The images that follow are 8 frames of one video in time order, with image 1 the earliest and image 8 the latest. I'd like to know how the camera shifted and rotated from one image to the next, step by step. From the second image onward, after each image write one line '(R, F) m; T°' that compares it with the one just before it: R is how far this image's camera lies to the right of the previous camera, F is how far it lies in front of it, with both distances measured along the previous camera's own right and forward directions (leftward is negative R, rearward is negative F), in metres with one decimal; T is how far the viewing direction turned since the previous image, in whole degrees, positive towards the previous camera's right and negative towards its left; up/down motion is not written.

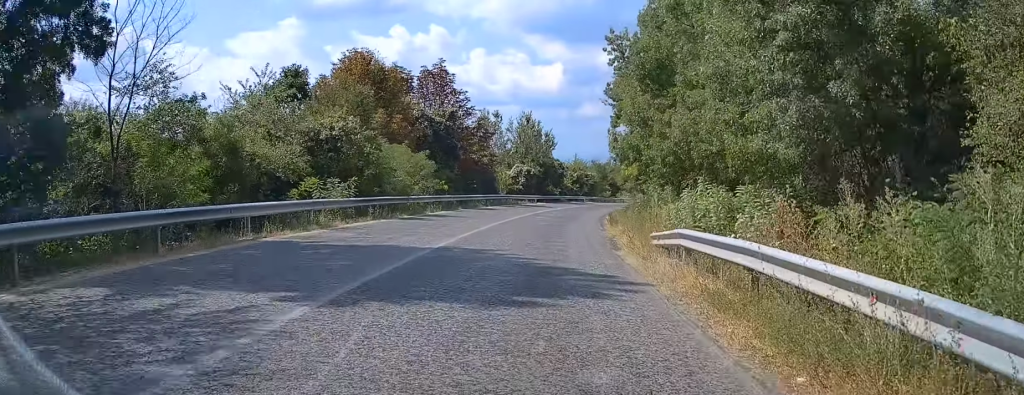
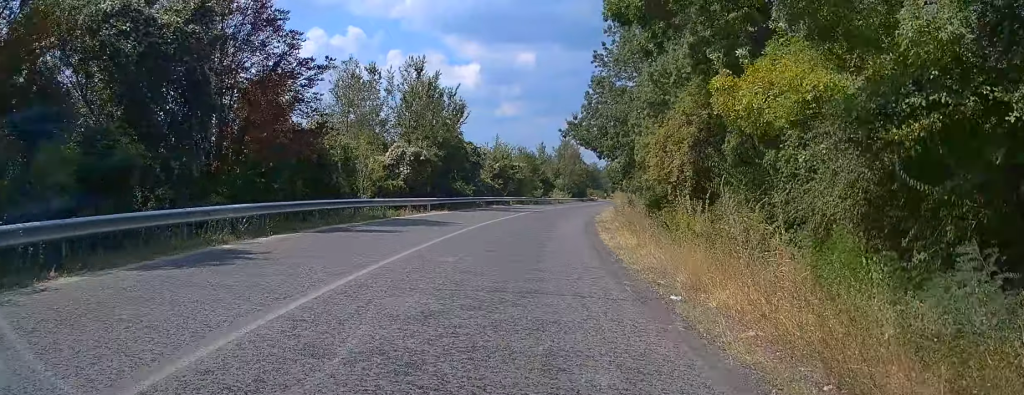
(+0.9, +29.6) m; +4°
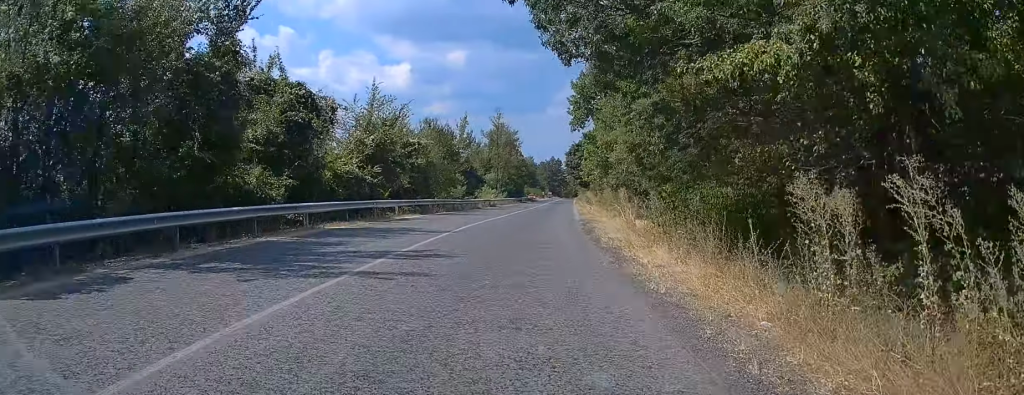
(+1.3, +31.1) m; +6°
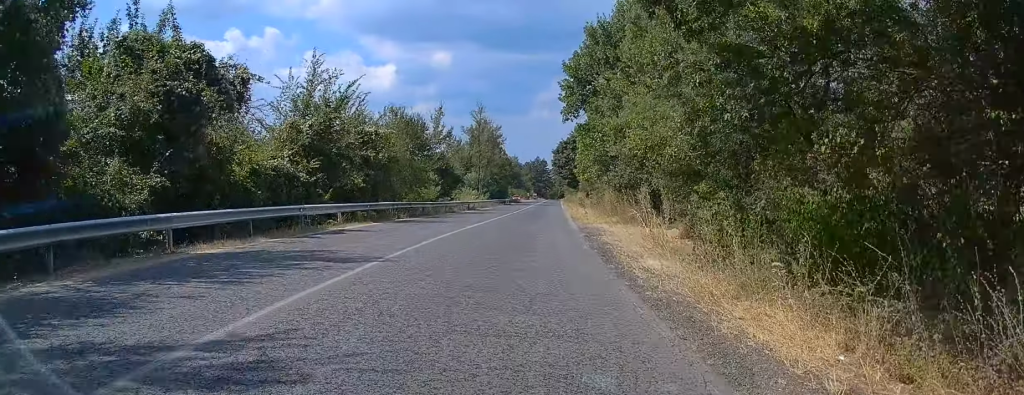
(+0.3, +7.9) m; +2°
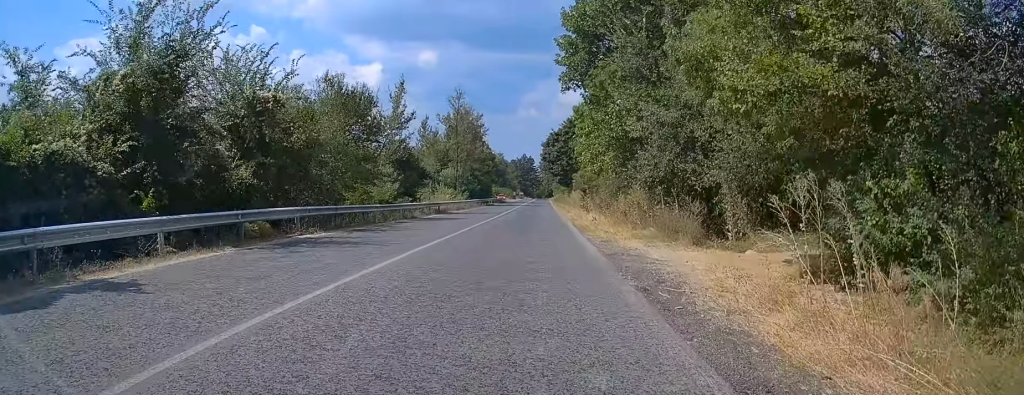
(+0.2, +12.3) m; +2°
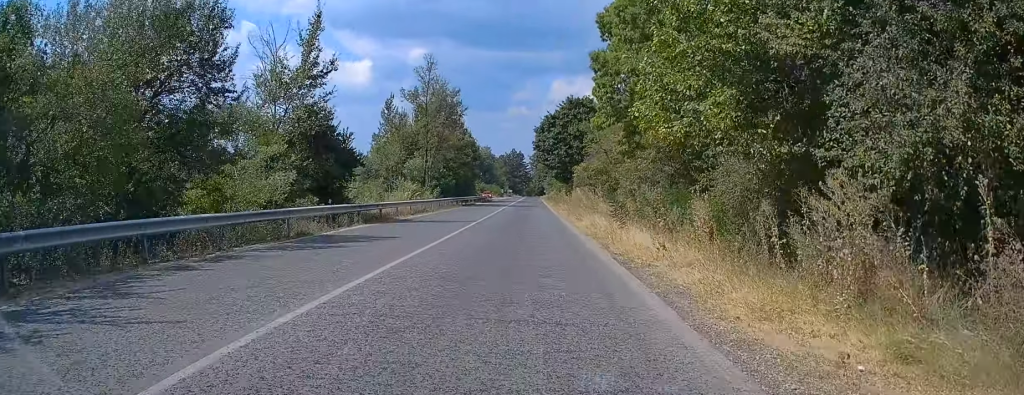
(+0.2, +16.7) m; +2°
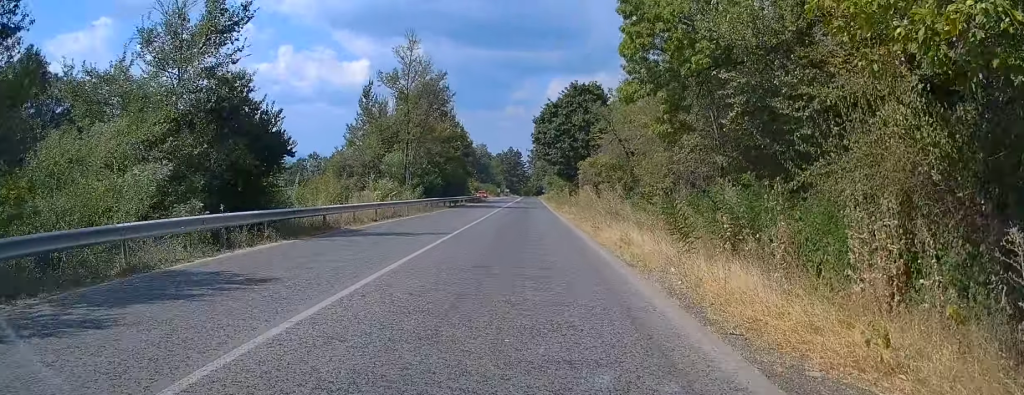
(+0.2, +8.7) m; +1°
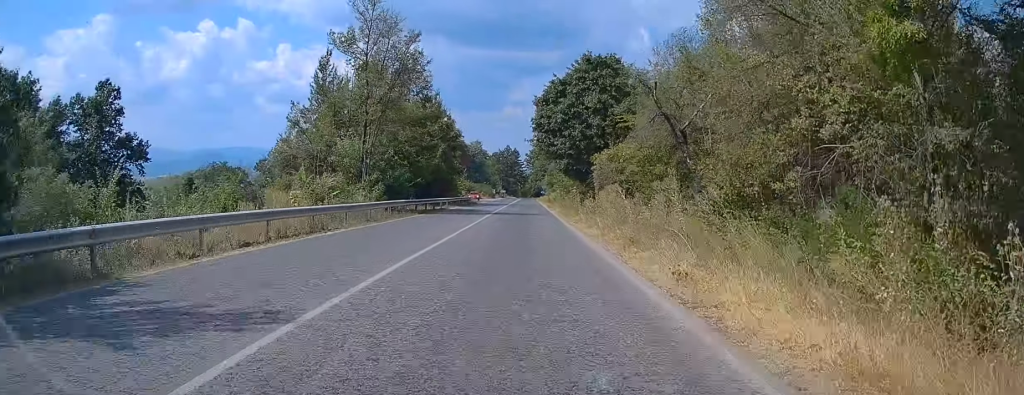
(+0.1, +13.2) m; 0°
